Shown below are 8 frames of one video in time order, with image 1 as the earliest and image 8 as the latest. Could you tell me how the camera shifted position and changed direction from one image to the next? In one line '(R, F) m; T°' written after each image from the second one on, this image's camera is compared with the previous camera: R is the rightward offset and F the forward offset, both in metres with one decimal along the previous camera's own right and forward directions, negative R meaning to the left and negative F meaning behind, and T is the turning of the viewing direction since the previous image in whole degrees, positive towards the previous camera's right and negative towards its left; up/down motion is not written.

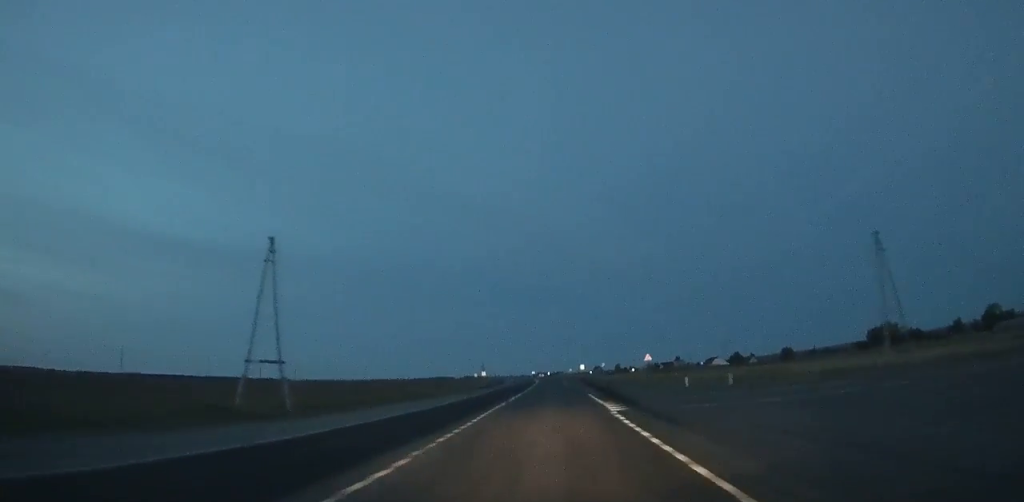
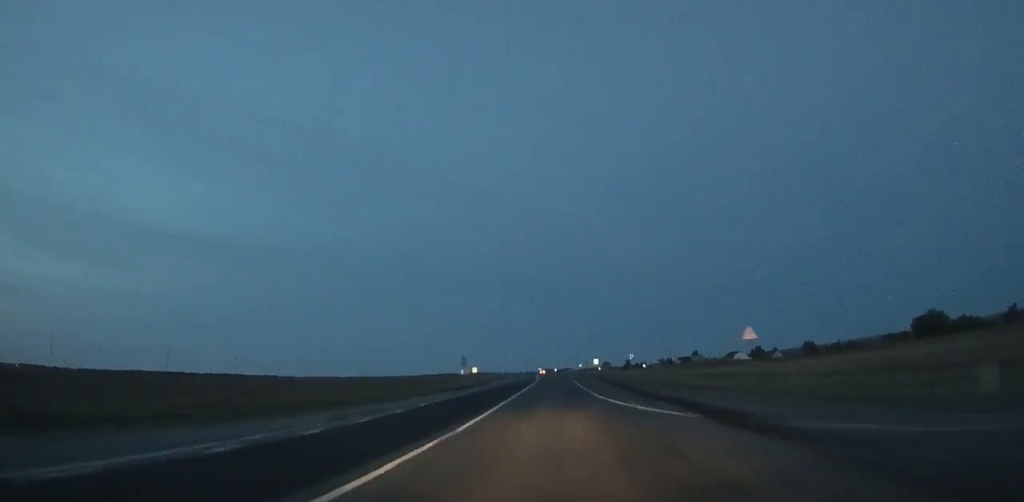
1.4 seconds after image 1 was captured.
(-0.1, +29.9) m; 0°
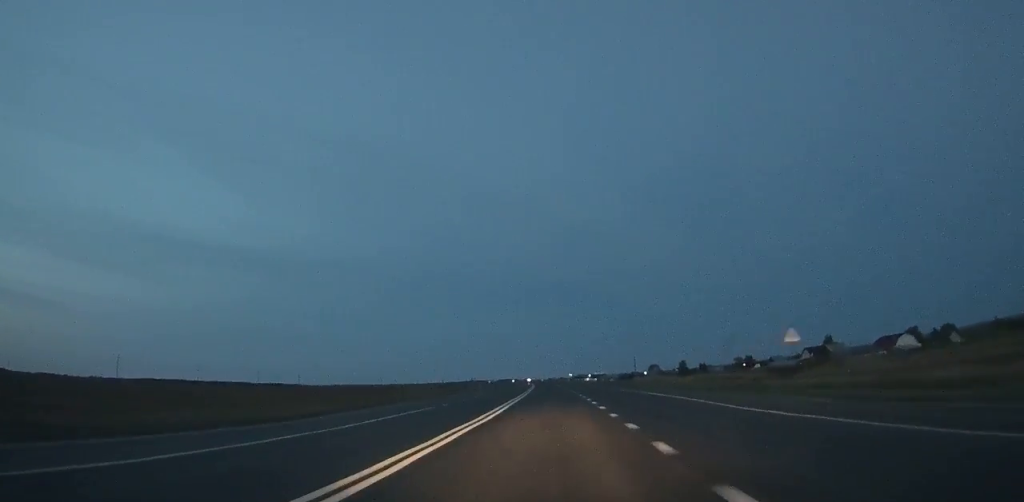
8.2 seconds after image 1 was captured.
(-2.8, +142.1) m; -3°
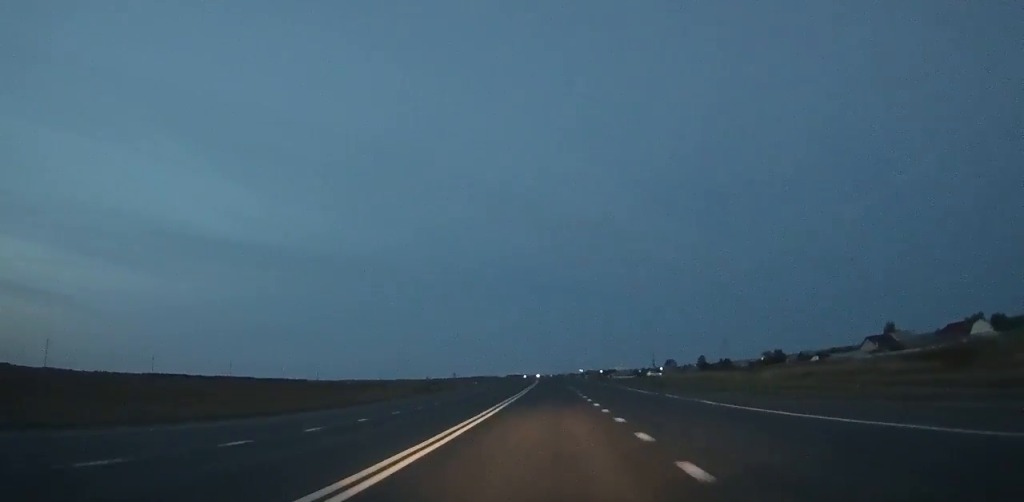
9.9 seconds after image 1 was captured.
(-0.2, +35.7) m; -1°
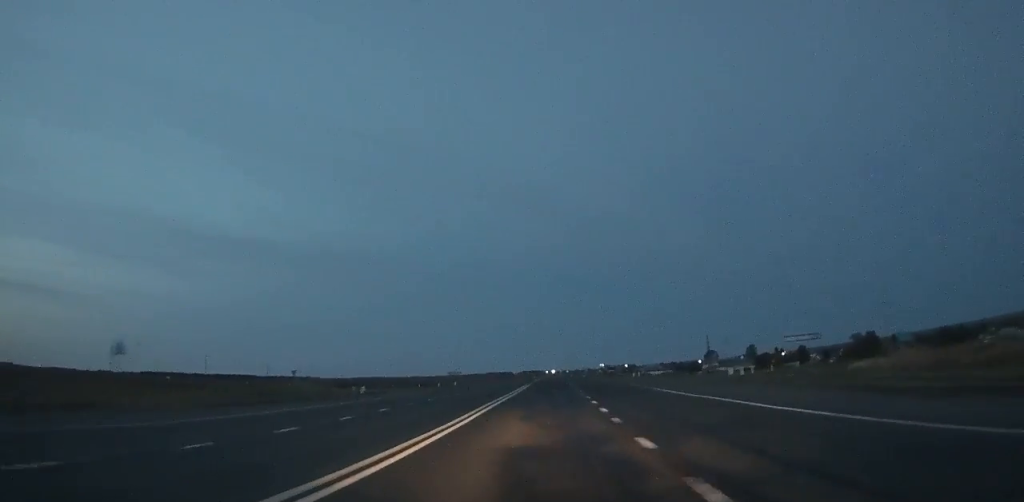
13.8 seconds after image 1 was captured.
(-1.4, +84.6) m; -1°
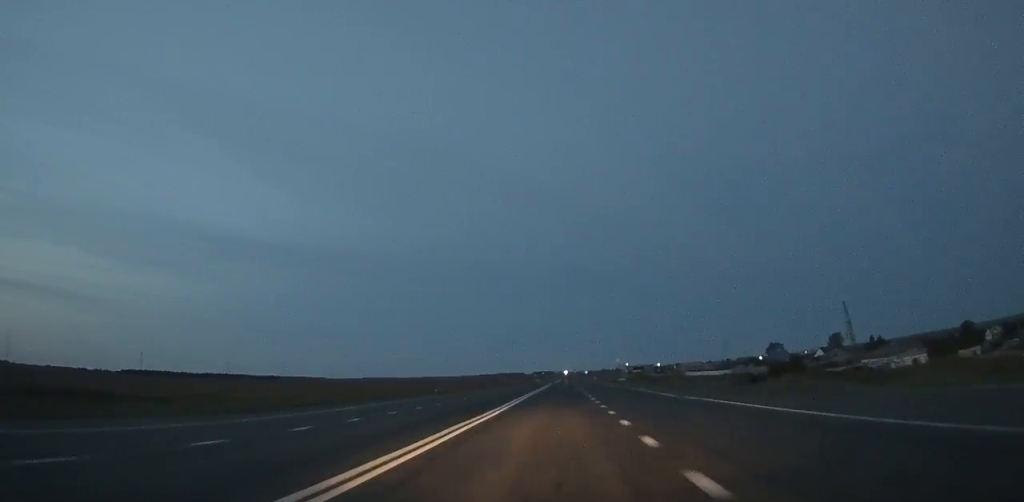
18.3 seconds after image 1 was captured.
(-1.2, +102.0) m; -1°
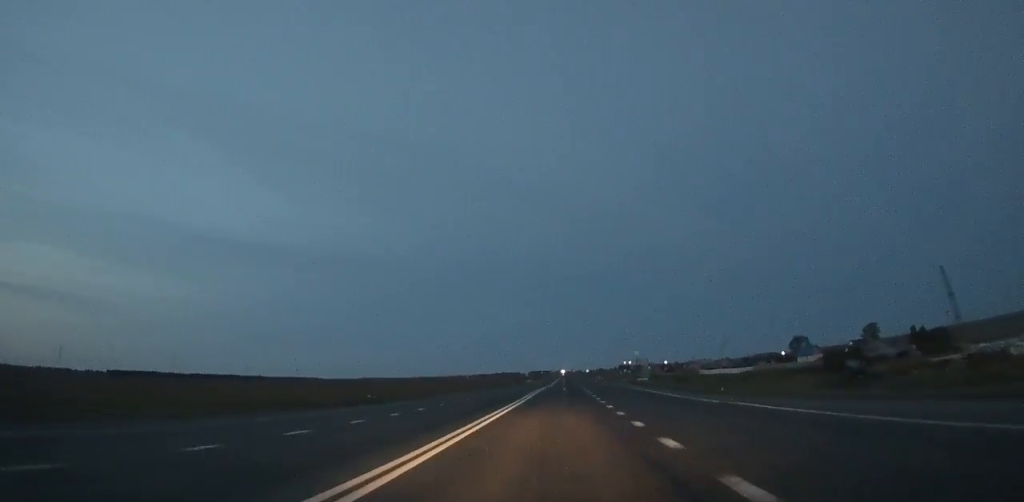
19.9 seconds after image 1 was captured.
(-0.1, +37.1) m; 0°
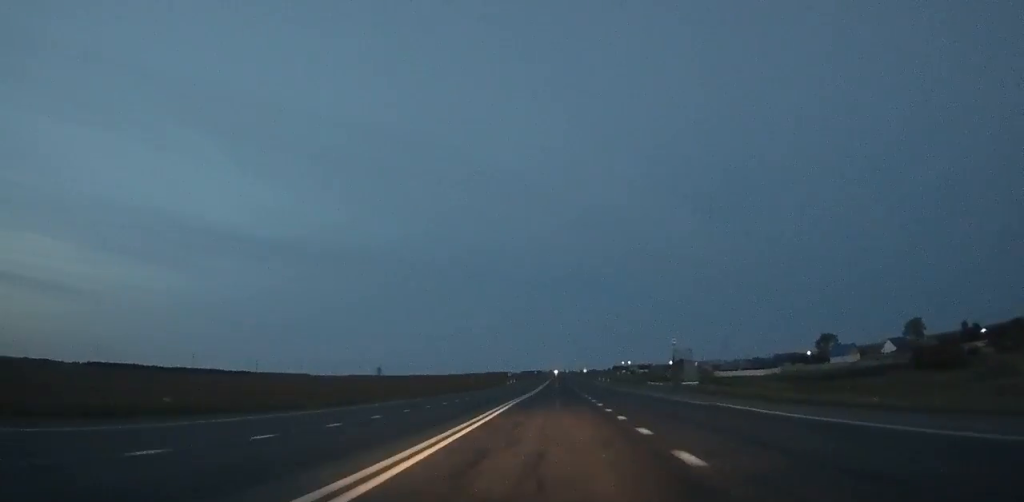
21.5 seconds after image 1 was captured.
(0.0, +37.4) m; 0°
